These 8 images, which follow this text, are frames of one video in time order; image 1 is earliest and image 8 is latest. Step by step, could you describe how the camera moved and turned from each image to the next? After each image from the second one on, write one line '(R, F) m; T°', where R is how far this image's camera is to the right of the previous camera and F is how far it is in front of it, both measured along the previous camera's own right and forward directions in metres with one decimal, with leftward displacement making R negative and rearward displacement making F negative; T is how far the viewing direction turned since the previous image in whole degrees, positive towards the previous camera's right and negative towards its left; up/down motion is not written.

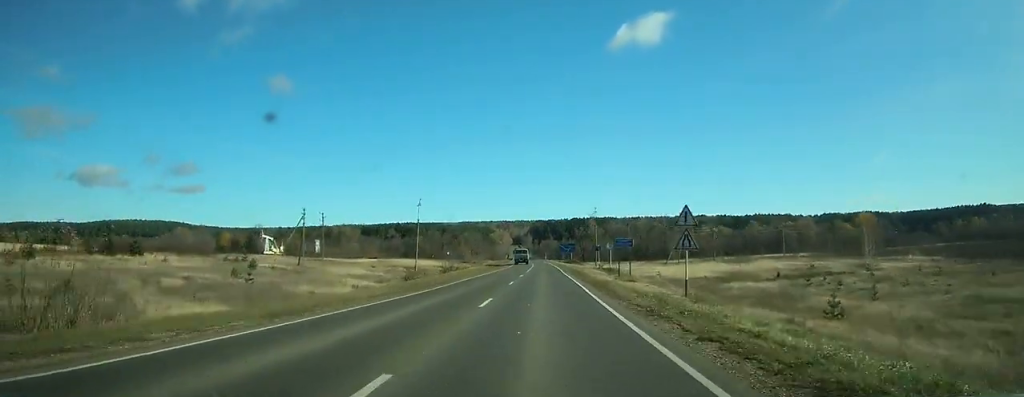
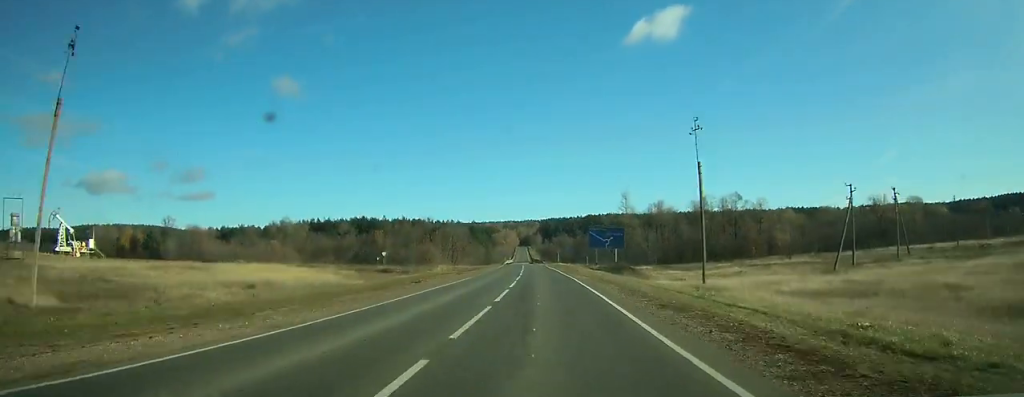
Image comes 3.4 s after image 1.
(-0.2, +77.8) m; -1°
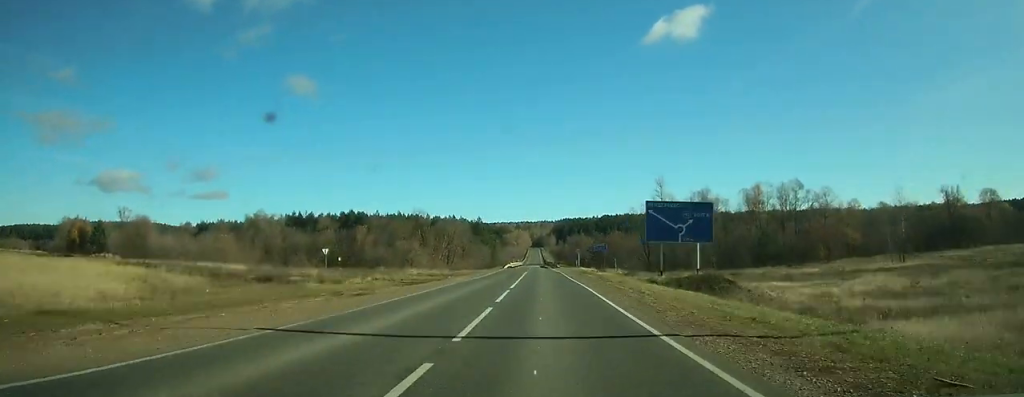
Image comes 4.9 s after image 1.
(-0.2, +31.4) m; -1°
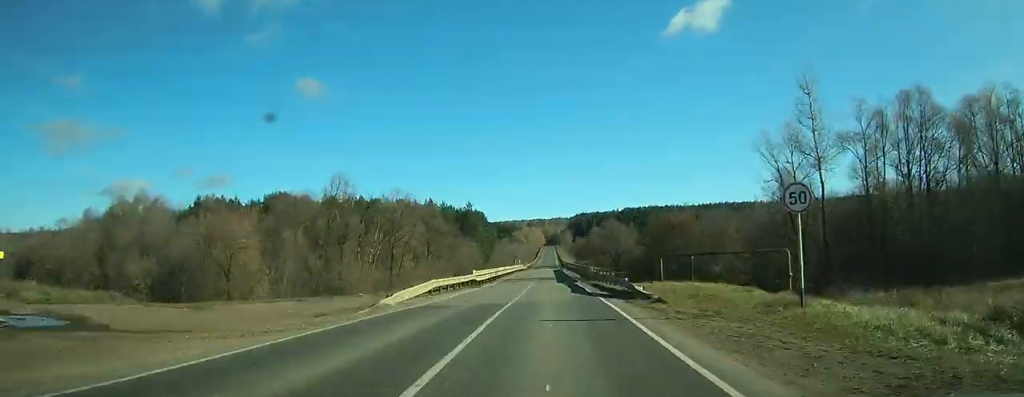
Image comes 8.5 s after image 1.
(-0.9, +75.1) m; -1°
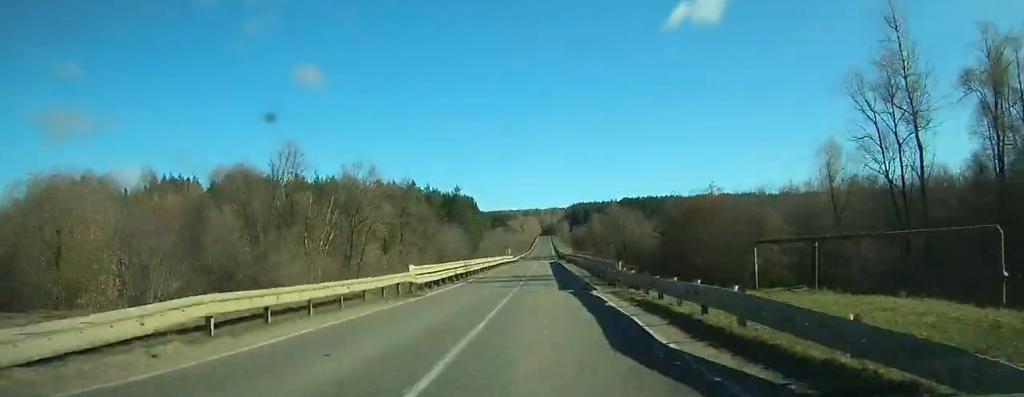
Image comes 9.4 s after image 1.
(0.0, +18.5) m; 0°
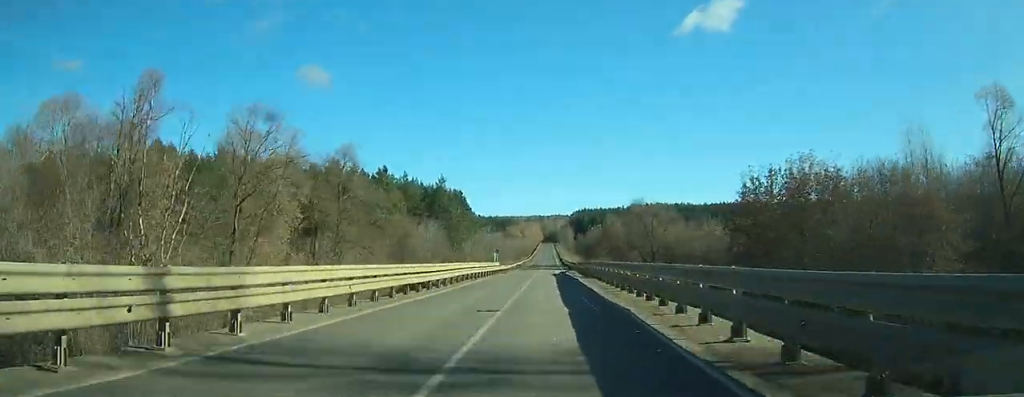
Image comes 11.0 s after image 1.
(-0.2, +28.9) m; -1°
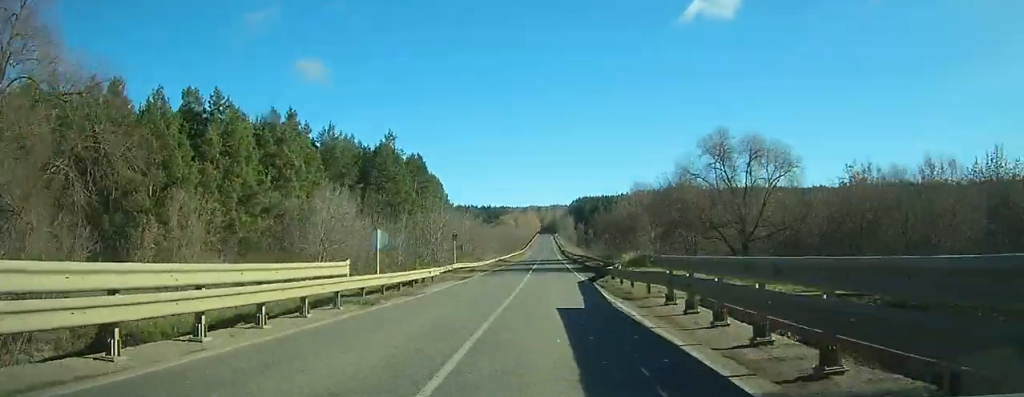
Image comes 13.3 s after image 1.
(-0.6, +39.2) m; -2°
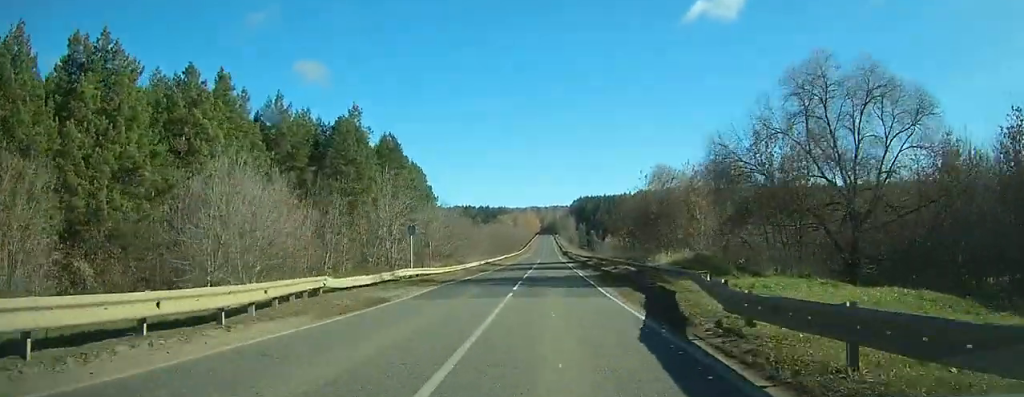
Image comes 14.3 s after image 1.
(-0.2, +17.1) m; +1°
